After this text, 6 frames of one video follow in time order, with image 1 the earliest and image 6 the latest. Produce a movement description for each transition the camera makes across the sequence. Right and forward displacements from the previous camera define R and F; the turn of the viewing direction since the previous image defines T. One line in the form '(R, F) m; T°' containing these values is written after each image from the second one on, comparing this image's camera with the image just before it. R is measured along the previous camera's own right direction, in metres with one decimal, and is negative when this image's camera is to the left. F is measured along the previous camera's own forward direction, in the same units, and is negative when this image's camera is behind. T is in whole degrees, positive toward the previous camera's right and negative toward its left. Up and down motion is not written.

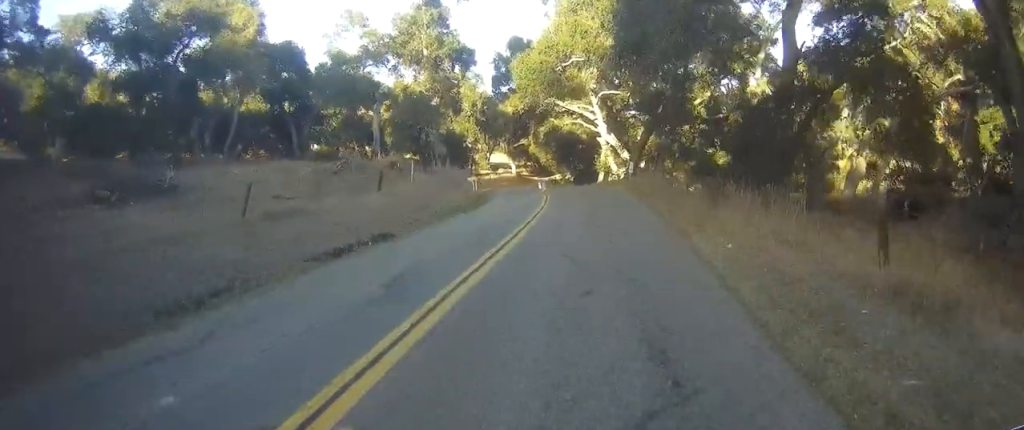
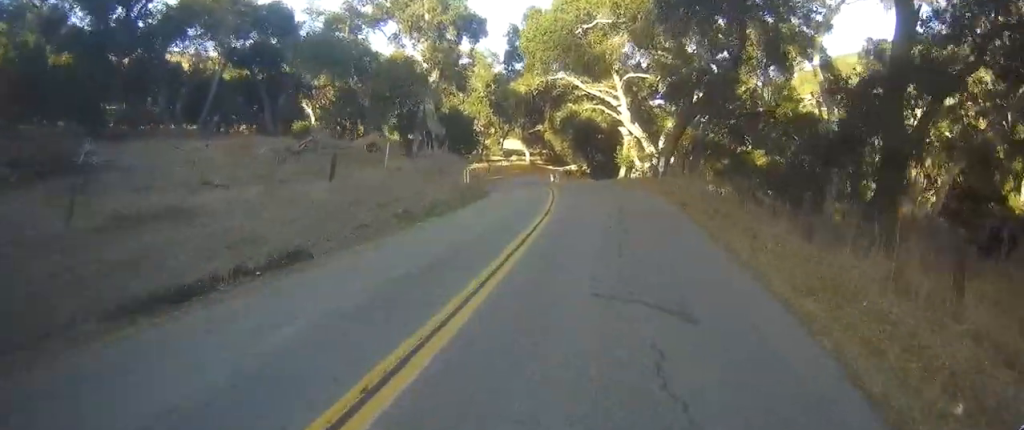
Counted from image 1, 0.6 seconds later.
(+0.3, +7.8) m; +2°
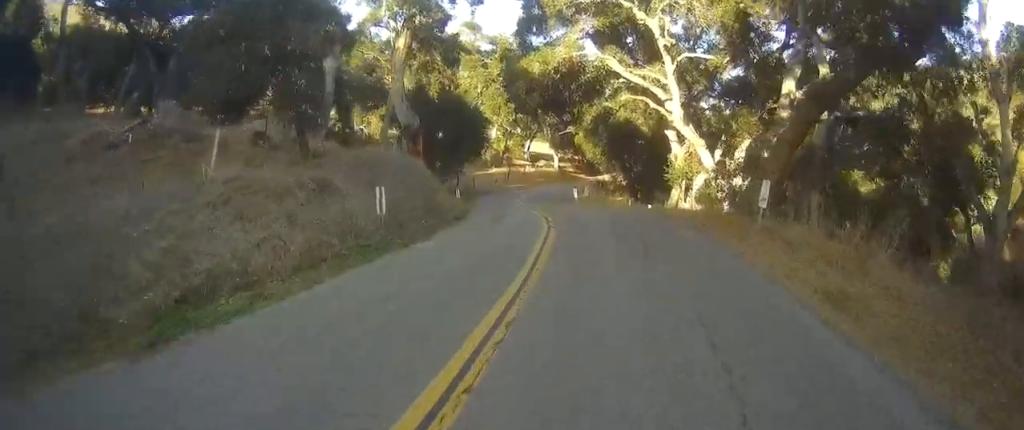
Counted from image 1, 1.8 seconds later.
(-0.1, +13.3) m; -2°
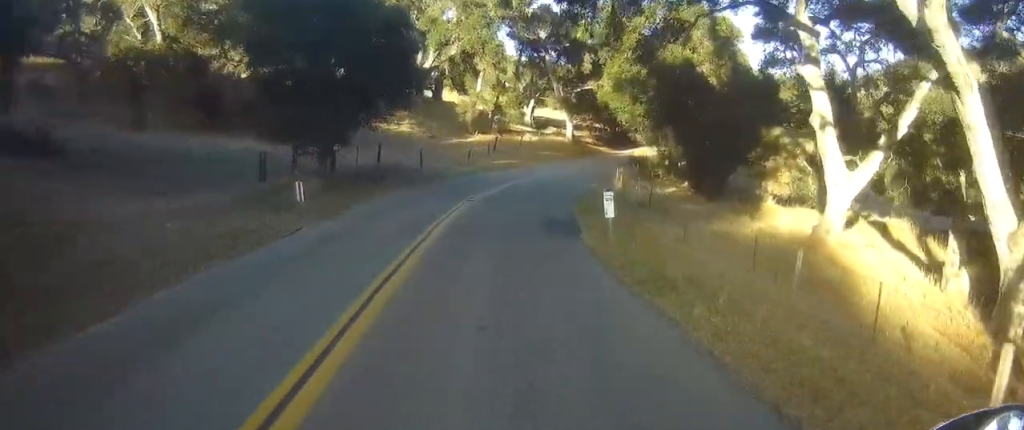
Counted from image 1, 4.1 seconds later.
(-1.1, +26.5) m; -5°
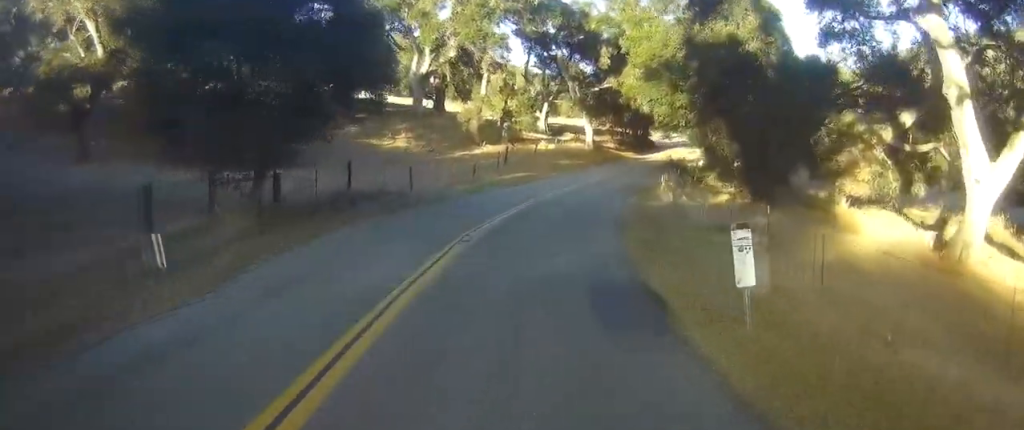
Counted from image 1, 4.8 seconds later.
(-0.1, +8.3) m; -1°
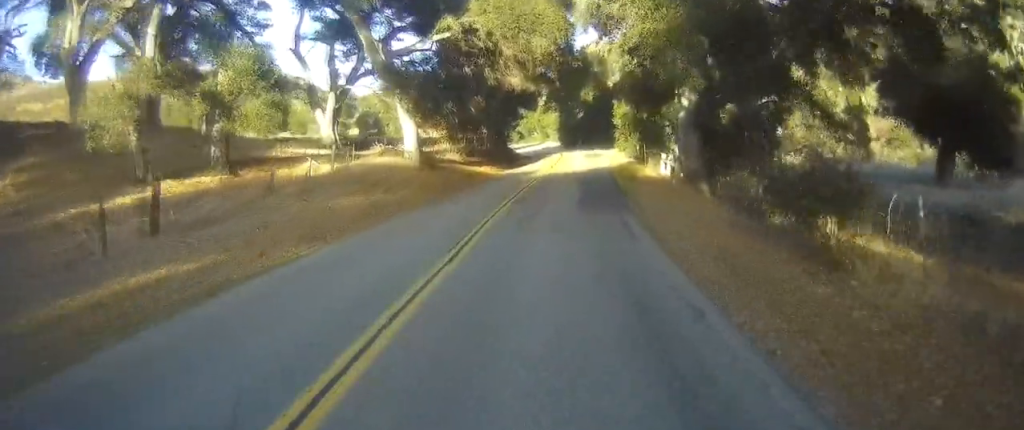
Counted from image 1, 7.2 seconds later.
(+2.3, +31.9) m; +13°
